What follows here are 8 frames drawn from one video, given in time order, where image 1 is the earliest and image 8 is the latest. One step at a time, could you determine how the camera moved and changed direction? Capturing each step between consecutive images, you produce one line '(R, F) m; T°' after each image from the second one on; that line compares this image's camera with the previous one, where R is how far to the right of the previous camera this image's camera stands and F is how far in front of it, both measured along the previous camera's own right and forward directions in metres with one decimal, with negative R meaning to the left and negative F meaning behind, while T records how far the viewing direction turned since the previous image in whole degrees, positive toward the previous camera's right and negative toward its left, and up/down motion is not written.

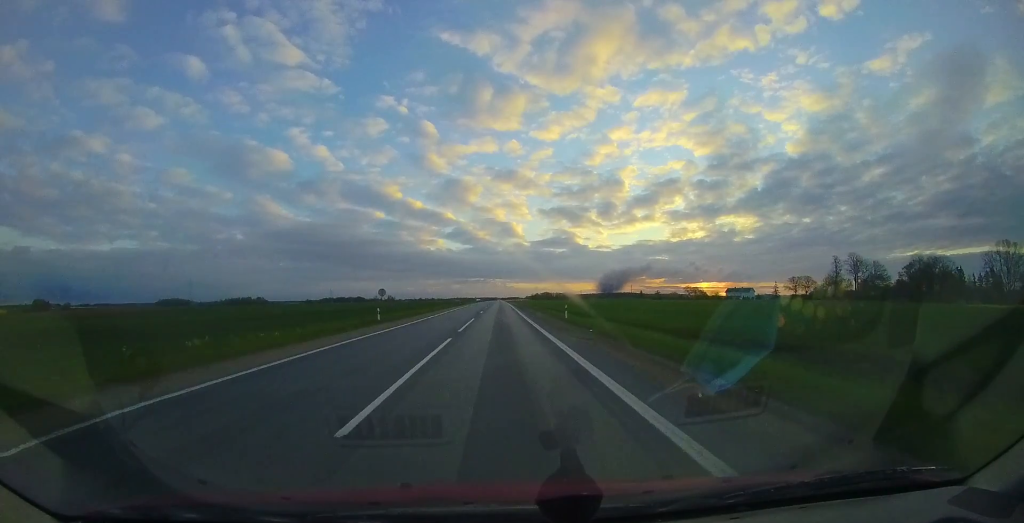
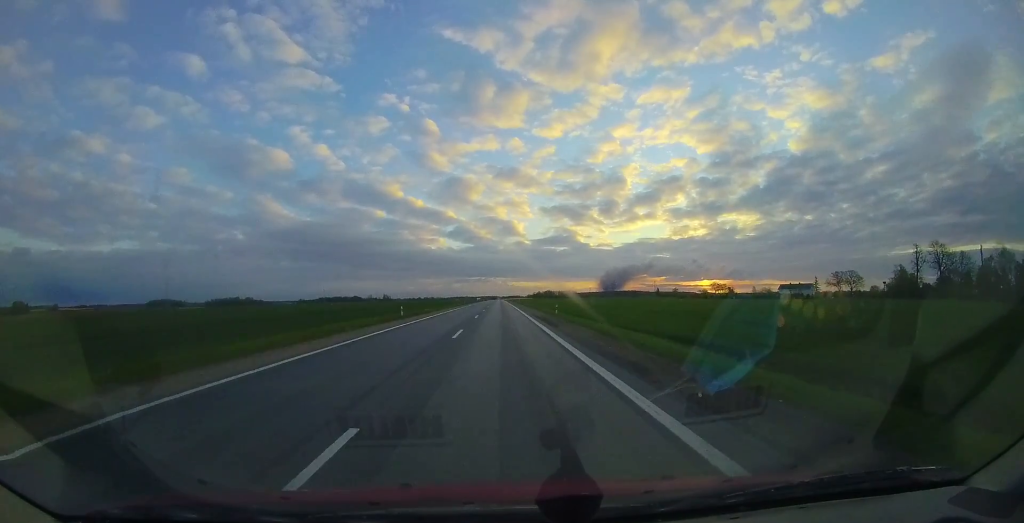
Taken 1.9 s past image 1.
(-0.2, +44.4) m; 0°
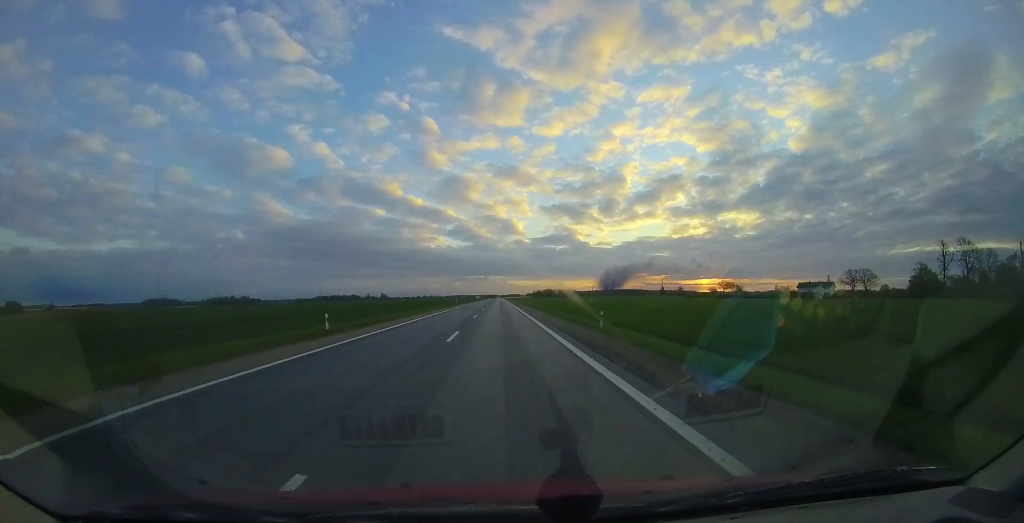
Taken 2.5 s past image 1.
(+0.1, +13.5) m; 0°
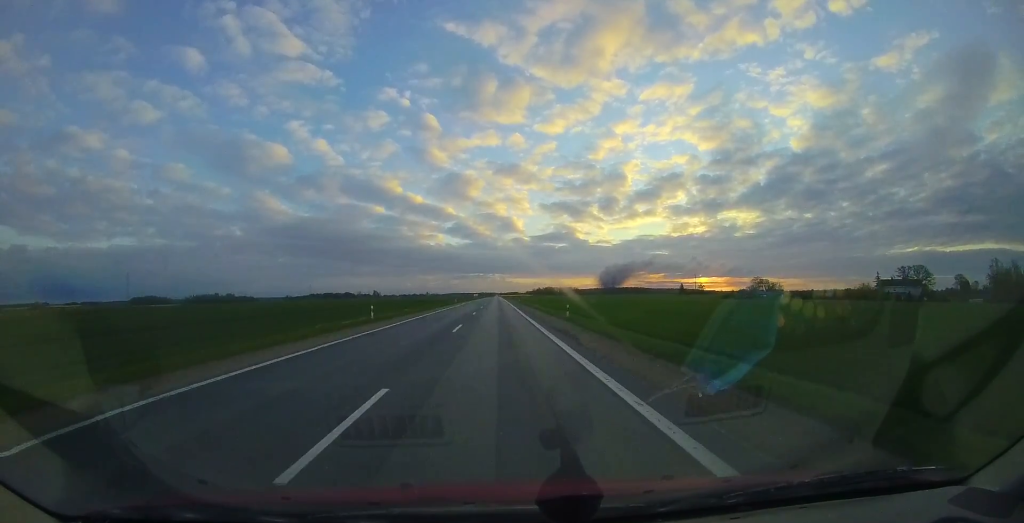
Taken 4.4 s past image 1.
(-0.4, +44.5) m; -1°
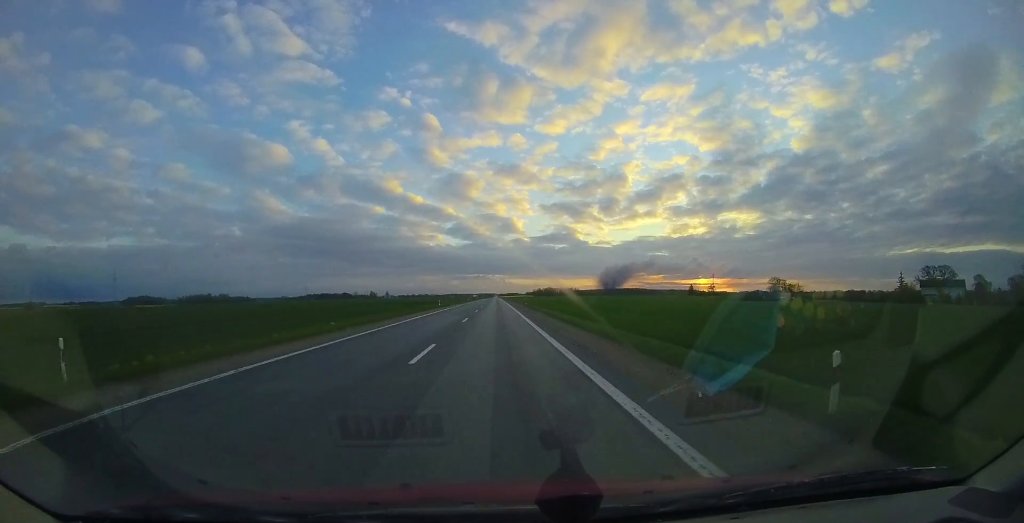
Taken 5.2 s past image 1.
(+0.2, +18.8) m; -1°
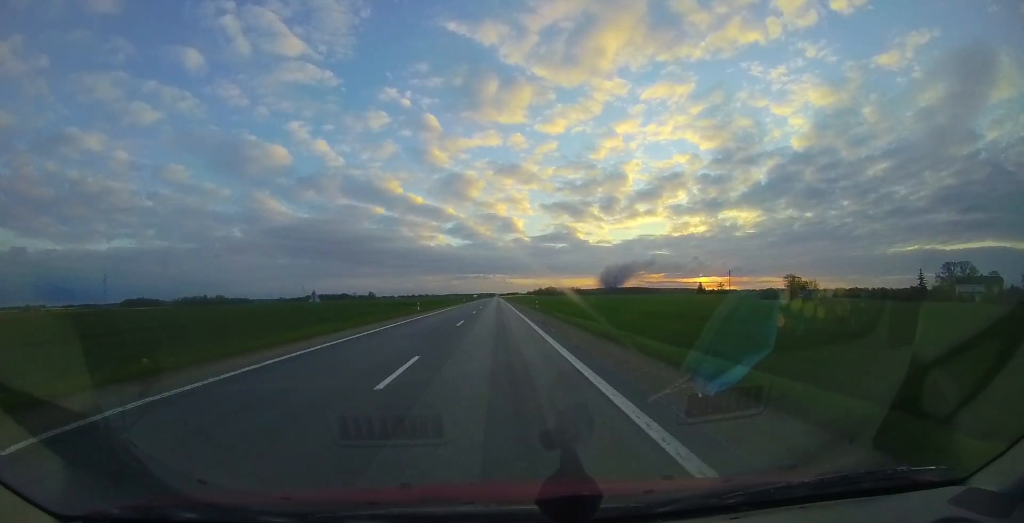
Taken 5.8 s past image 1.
(-0.2, +13.4) m; 0°
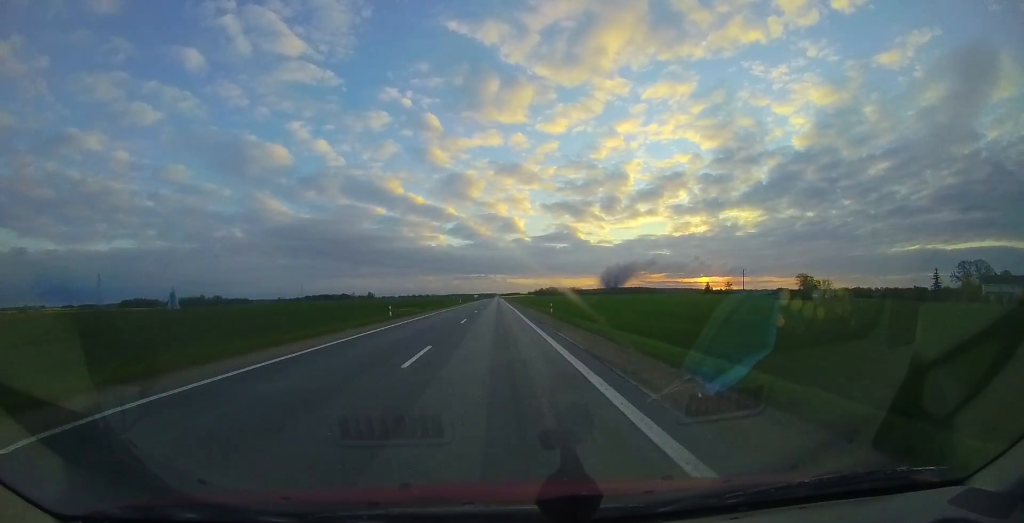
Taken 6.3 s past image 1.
(-0.2, +10.0) m; 0°
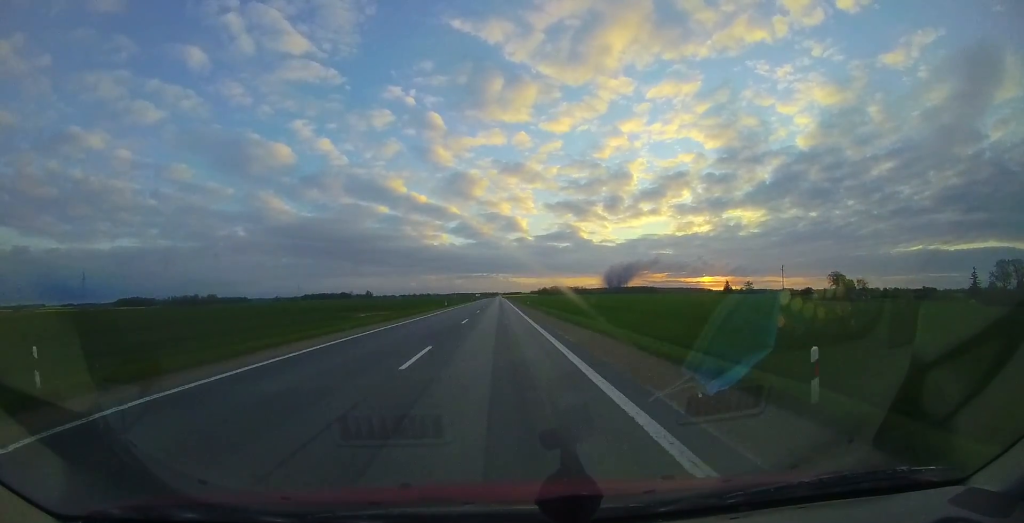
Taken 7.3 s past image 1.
(+0.2, +24.2) m; +1°
